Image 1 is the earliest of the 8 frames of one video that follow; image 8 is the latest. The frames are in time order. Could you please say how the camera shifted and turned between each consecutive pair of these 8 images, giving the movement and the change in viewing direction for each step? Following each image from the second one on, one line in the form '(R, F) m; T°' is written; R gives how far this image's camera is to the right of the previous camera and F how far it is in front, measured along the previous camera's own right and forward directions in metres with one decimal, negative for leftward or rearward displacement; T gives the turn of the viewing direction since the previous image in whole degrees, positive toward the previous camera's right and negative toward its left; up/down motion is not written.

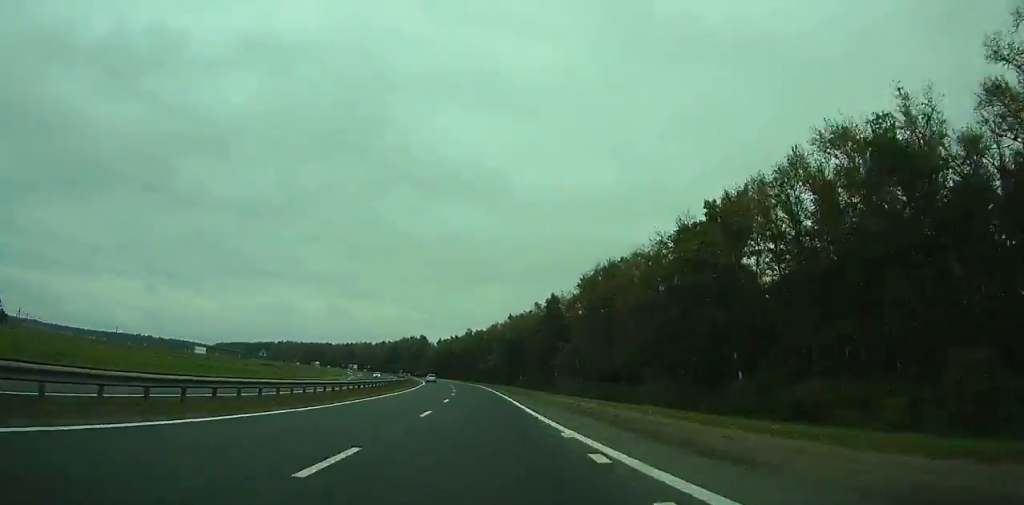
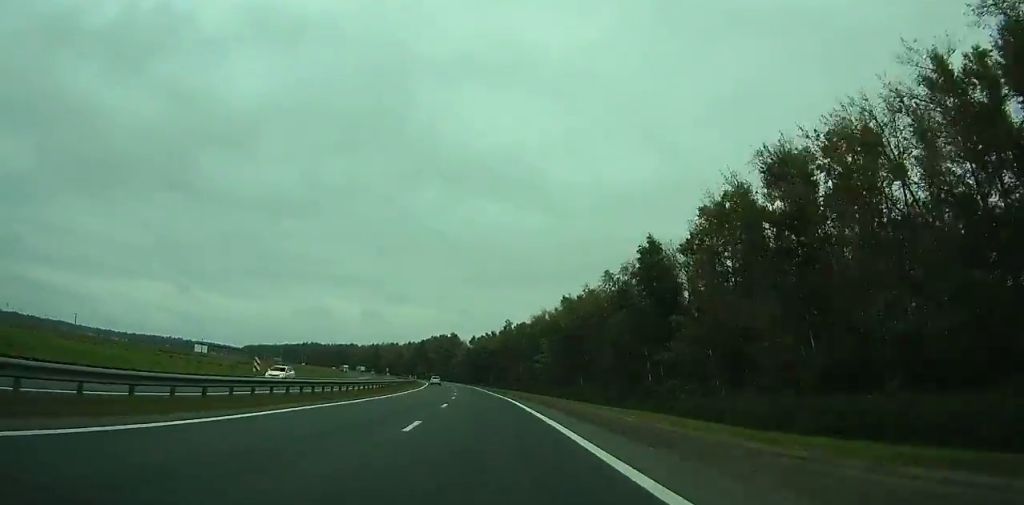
(+1.9, +50.6) m; -7°
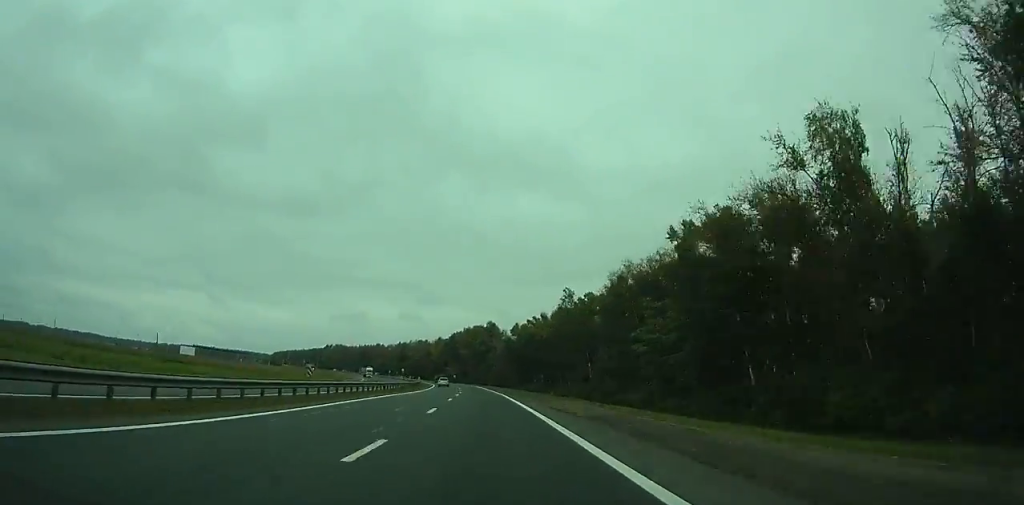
(-9.7, +65.6) m; -7°
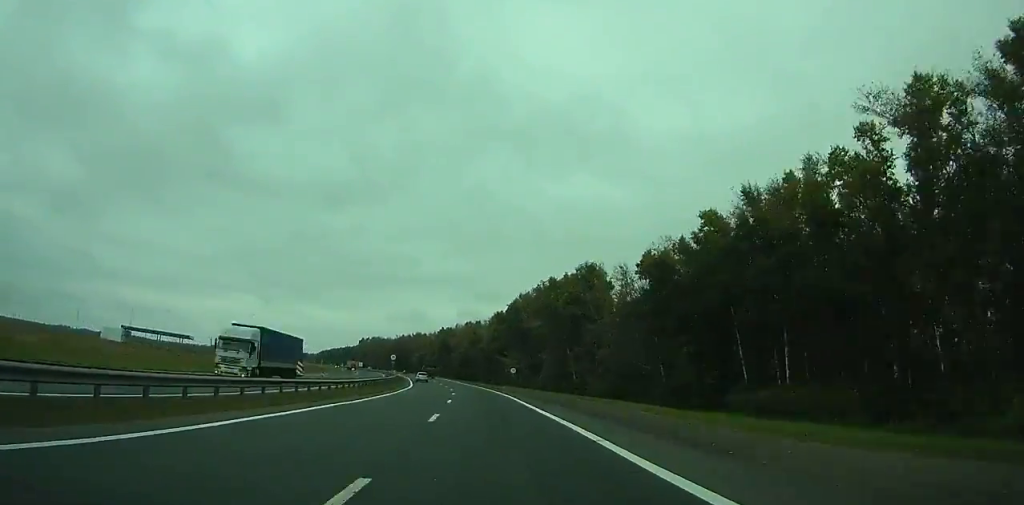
(-3.4, +111.4) m; -3°
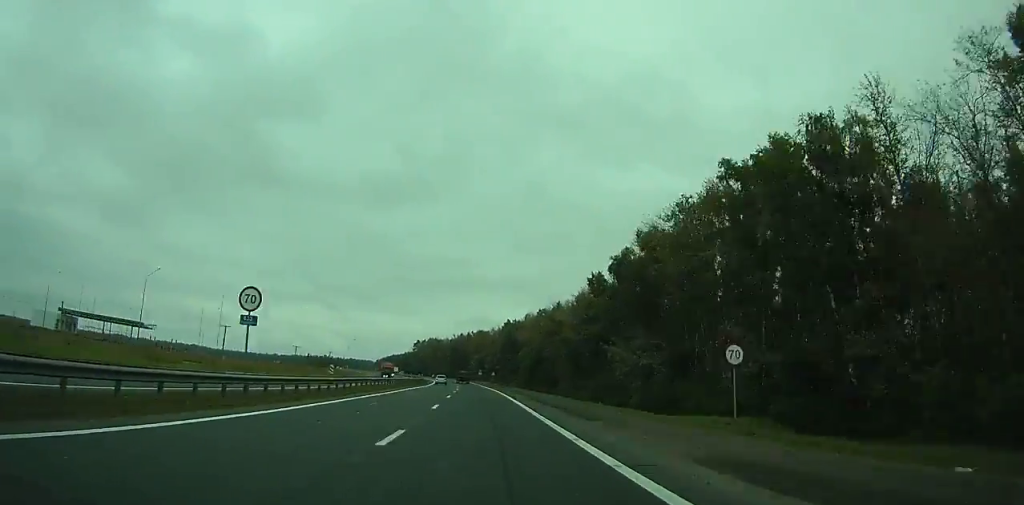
(+0.1, +66.3) m; -6°
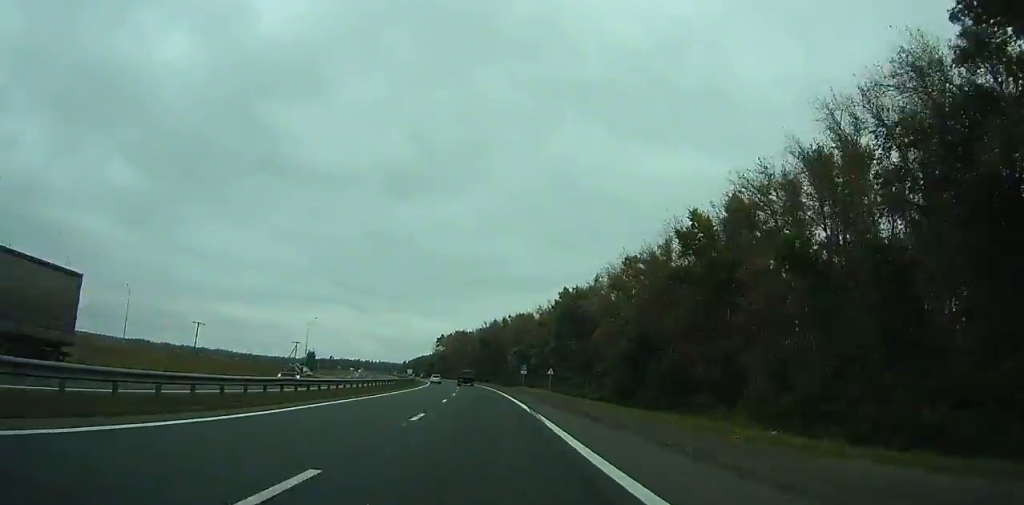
(-9.0, +84.0) m; -7°
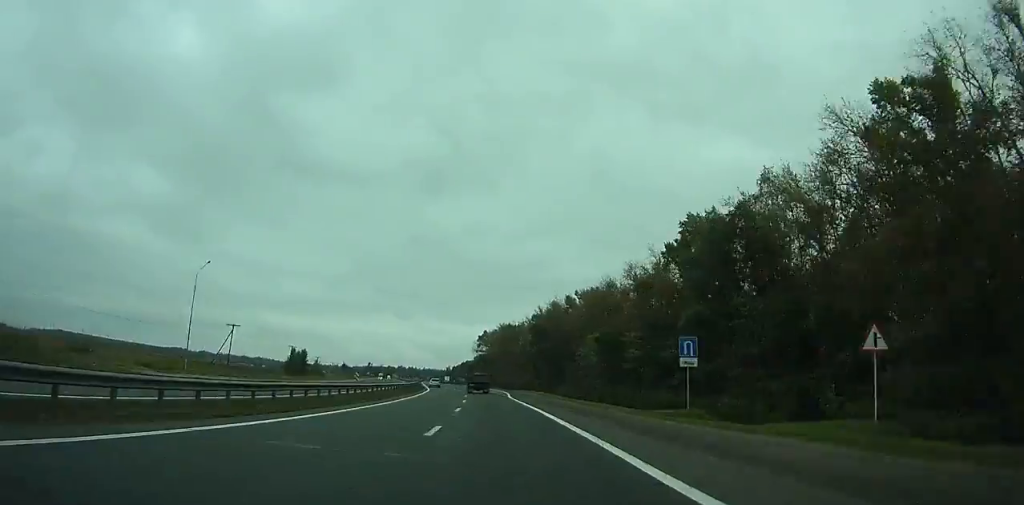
(-0.9, +67.9) m; -4°
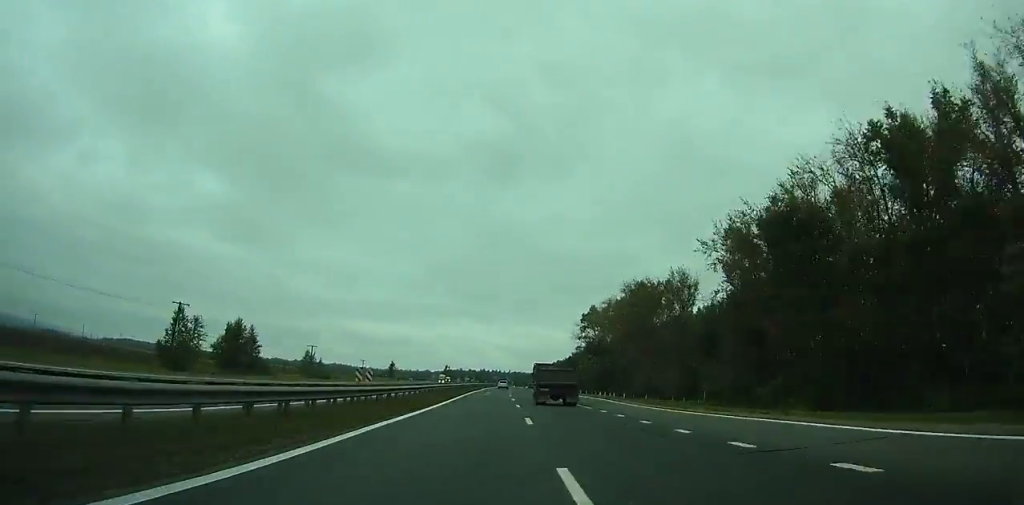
(-5.8, +94.2) m; -6°
